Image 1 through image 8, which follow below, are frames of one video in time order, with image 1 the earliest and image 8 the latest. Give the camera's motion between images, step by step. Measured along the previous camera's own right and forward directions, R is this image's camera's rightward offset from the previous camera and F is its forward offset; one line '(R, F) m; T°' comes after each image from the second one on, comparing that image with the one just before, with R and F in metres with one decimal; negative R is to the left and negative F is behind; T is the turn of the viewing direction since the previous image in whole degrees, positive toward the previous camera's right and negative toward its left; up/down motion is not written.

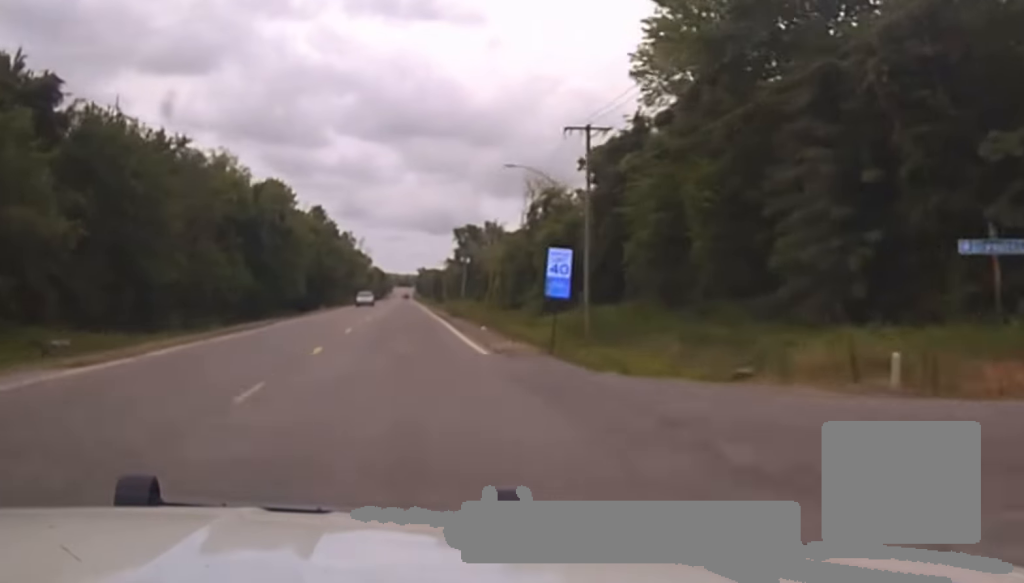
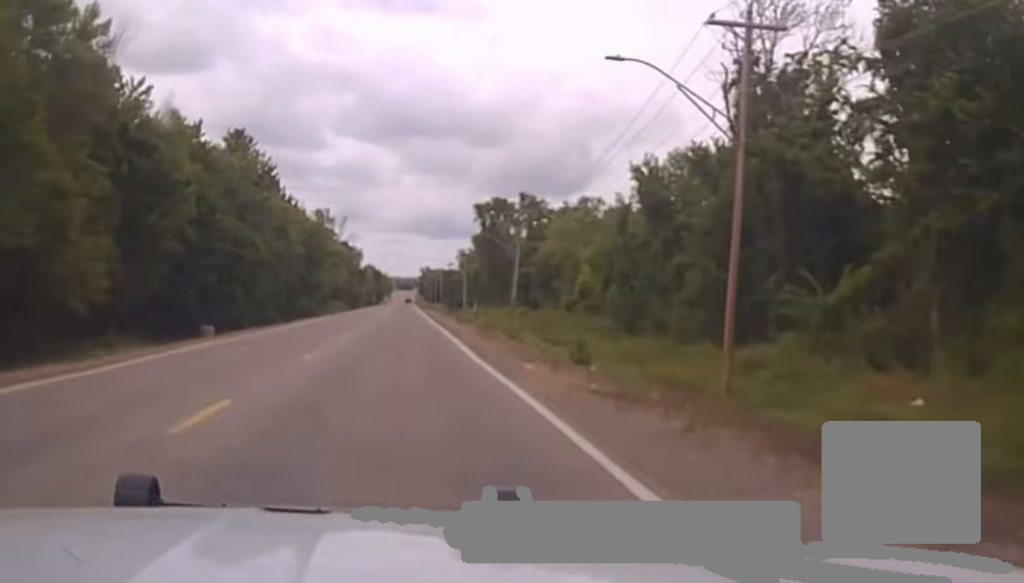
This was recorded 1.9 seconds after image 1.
(-0.3, +102.5) m; 0°
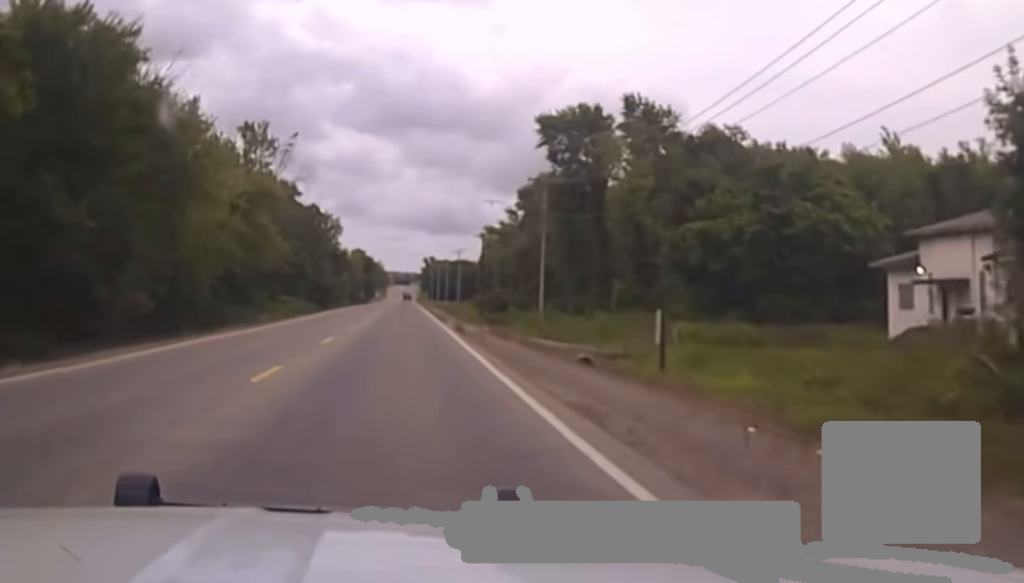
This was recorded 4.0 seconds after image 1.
(-0.5, +100.8) m; 0°
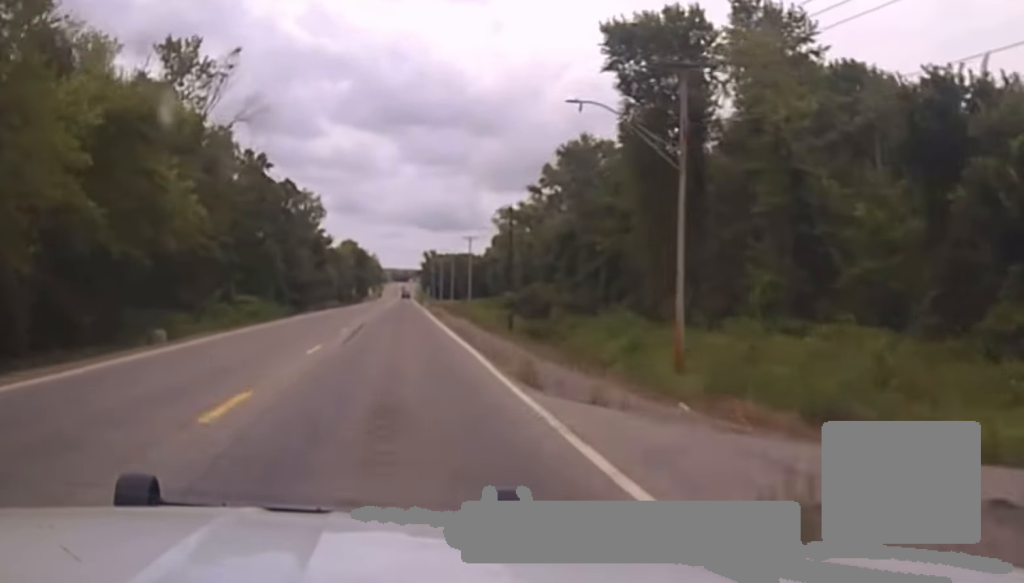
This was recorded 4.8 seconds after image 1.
(+0.1, +37.6) m; 0°
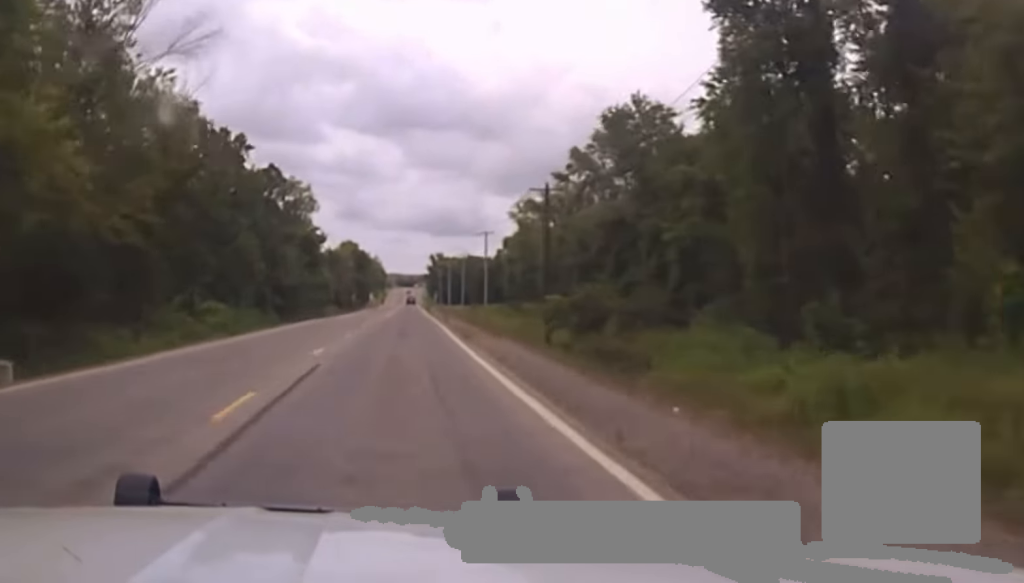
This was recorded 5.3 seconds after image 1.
(+0.1, +23.7) m; 0°
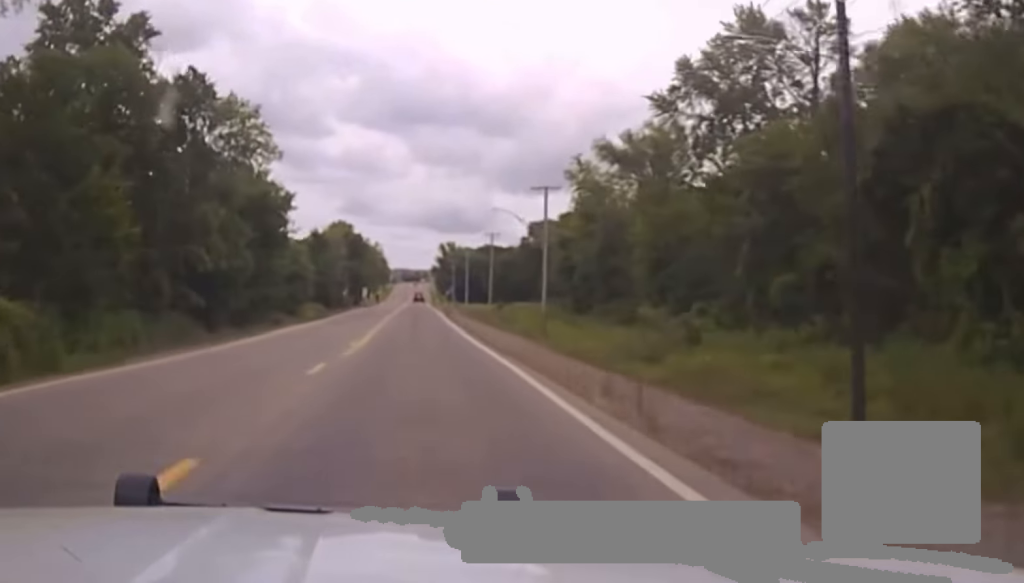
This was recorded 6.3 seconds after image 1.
(-0.1, +54.2) m; 0°
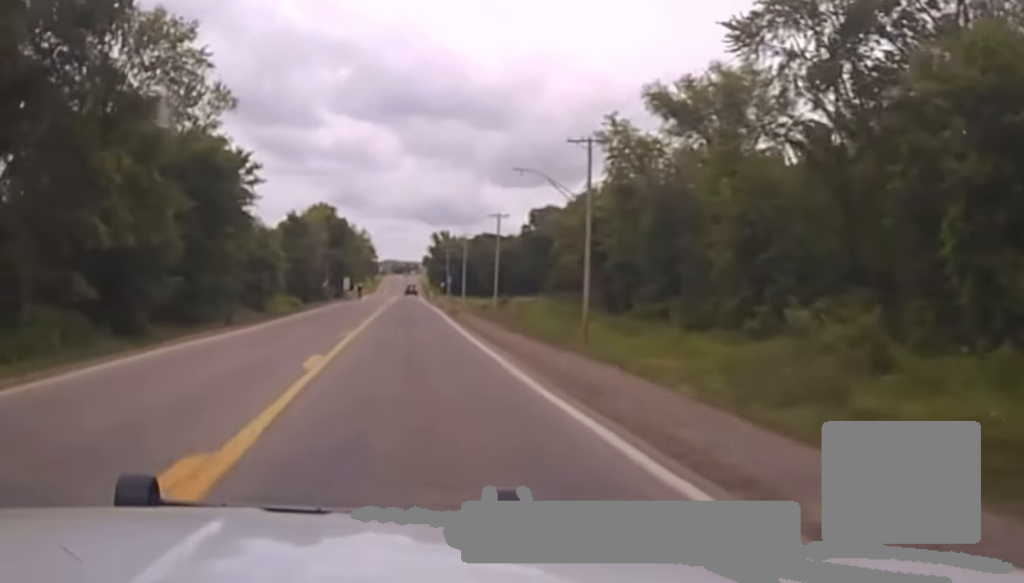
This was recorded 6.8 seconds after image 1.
(-0.1, +21.9) m; 0°
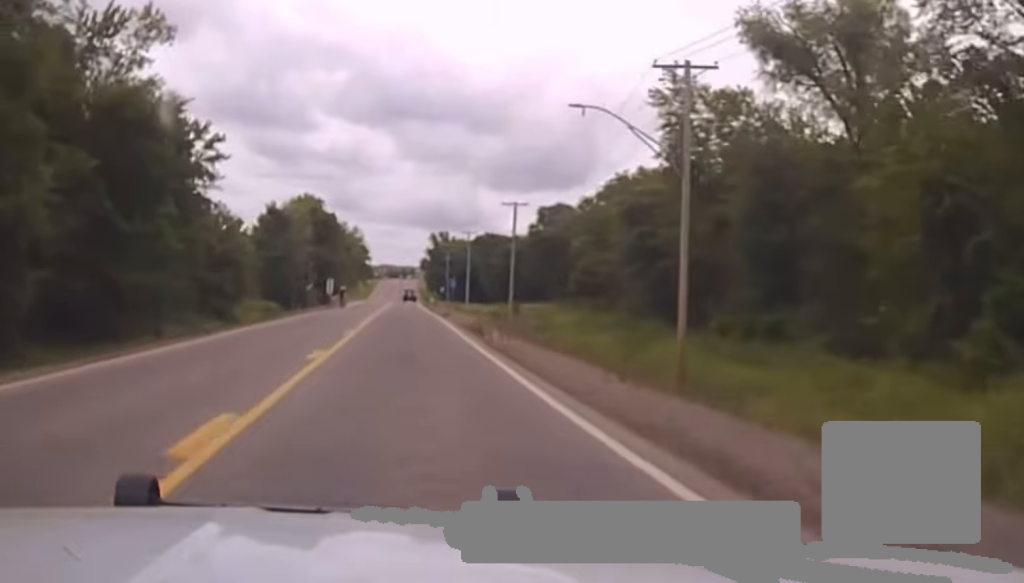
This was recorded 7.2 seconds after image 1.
(-0.1, +21.1) m; 0°
